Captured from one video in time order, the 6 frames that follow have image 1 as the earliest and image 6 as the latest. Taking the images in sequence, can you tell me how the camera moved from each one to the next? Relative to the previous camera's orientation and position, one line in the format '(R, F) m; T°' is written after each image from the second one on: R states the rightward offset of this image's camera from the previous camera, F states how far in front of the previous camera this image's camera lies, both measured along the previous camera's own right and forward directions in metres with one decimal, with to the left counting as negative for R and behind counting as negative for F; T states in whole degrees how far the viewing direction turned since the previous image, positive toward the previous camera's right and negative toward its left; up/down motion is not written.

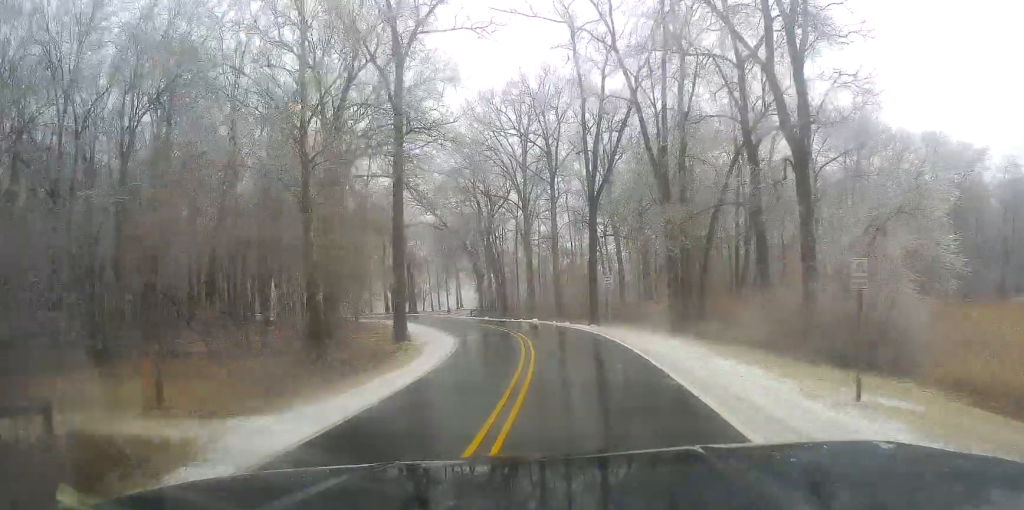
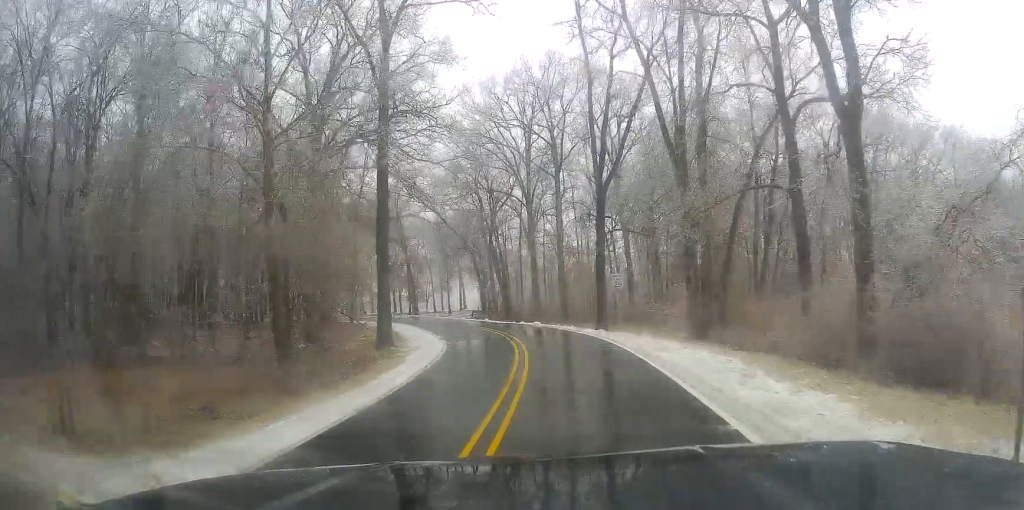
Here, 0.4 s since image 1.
(+0.2, +4.1) m; -1°
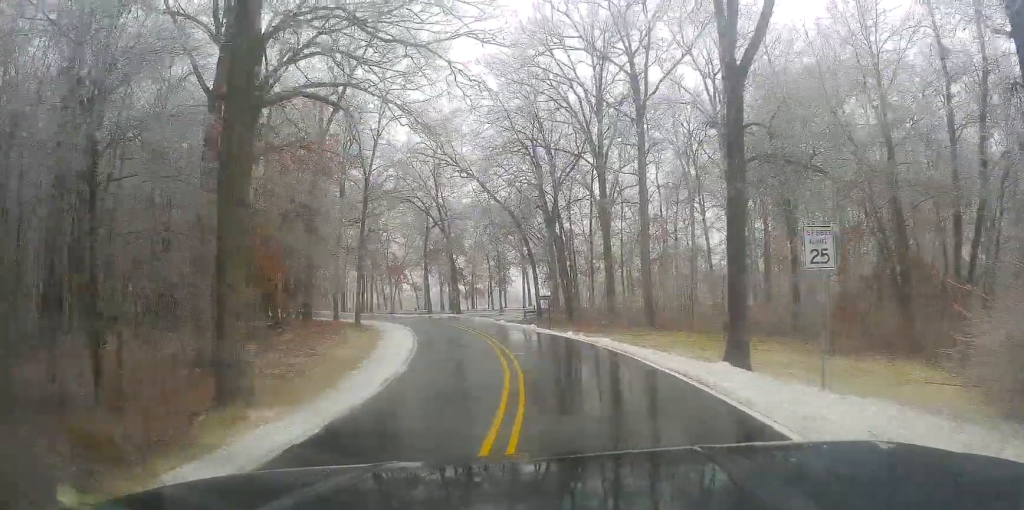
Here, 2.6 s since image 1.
(-1.8, +21.5) m; -7°
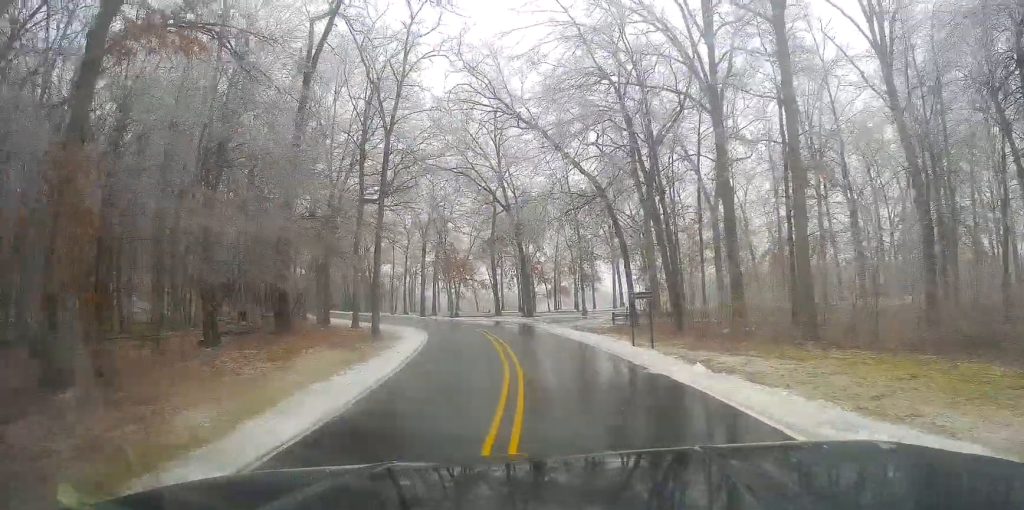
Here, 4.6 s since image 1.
(-0.3, +17.5) m; -4°
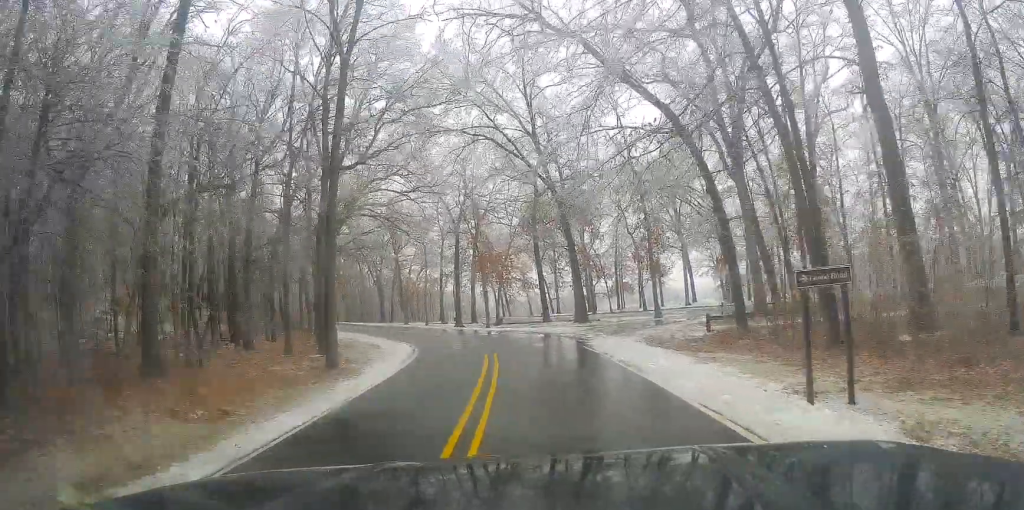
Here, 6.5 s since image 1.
(-1.6, +15.8) m; -6°
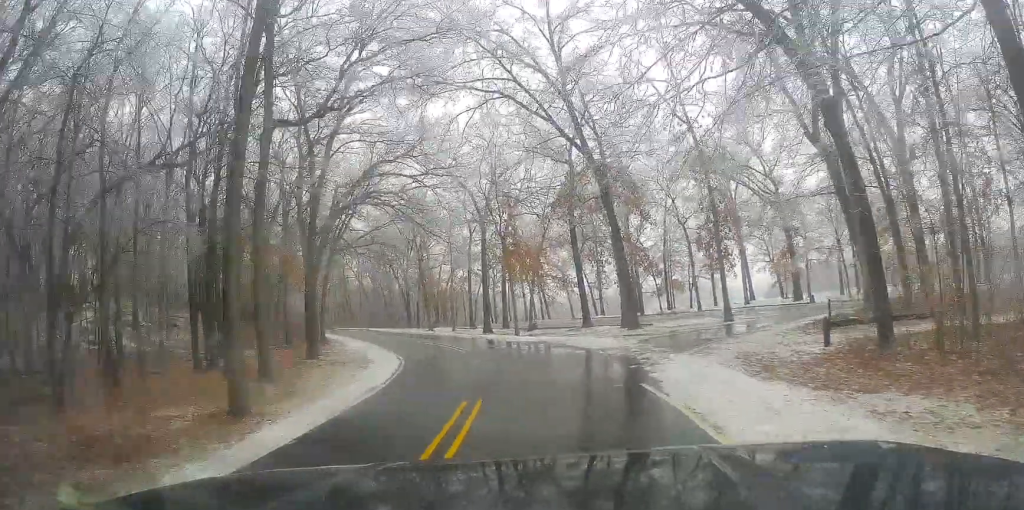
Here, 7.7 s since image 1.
(0.0, +10.5) m; -3°
